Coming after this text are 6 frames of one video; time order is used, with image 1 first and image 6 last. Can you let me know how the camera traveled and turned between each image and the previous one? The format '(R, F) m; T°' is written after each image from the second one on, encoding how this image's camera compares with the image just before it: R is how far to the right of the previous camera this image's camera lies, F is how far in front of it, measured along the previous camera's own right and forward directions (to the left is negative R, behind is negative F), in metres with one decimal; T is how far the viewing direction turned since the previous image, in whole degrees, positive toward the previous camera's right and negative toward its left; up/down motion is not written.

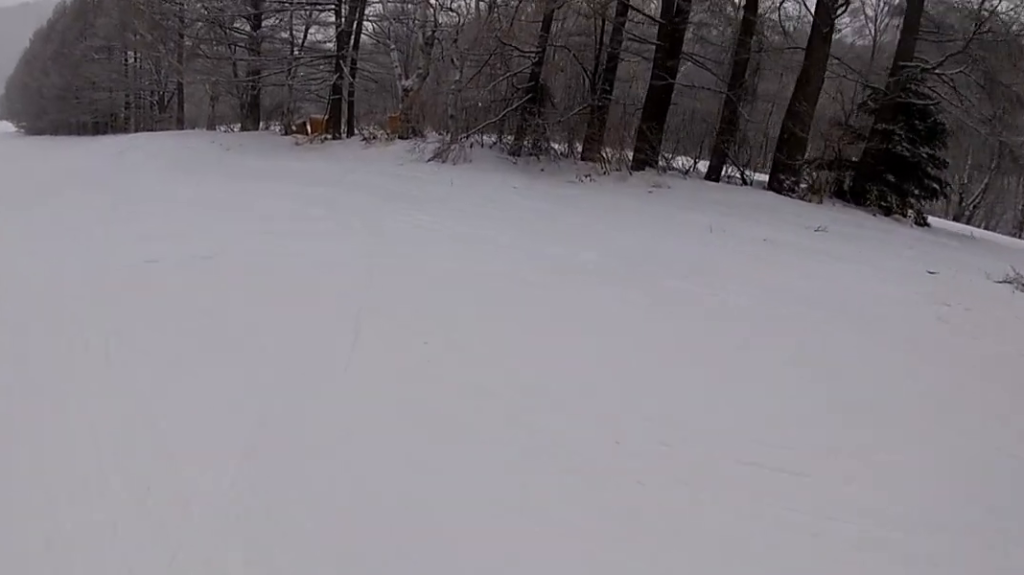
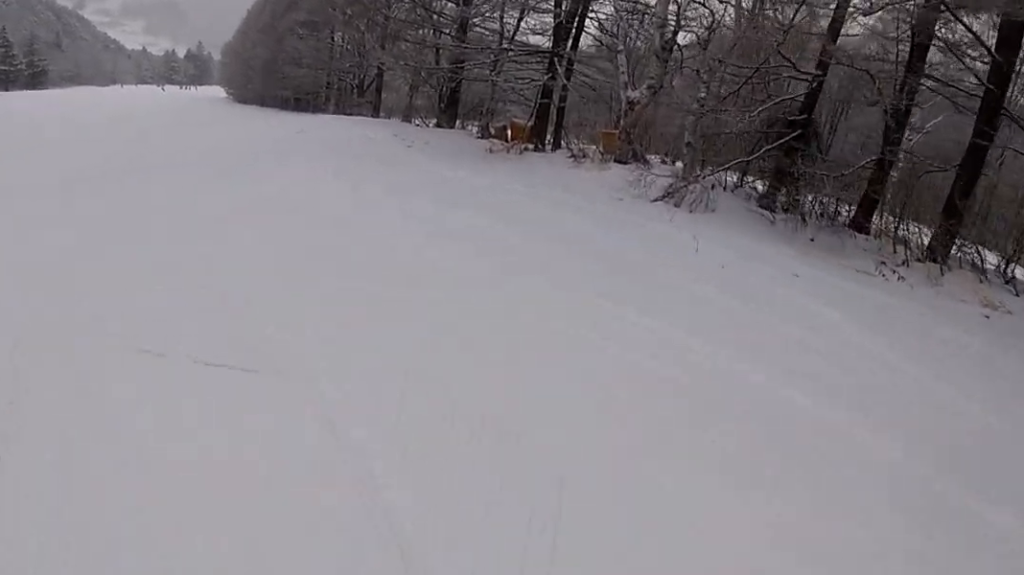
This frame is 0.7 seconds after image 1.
(-0.4, +4.3) m; -20°
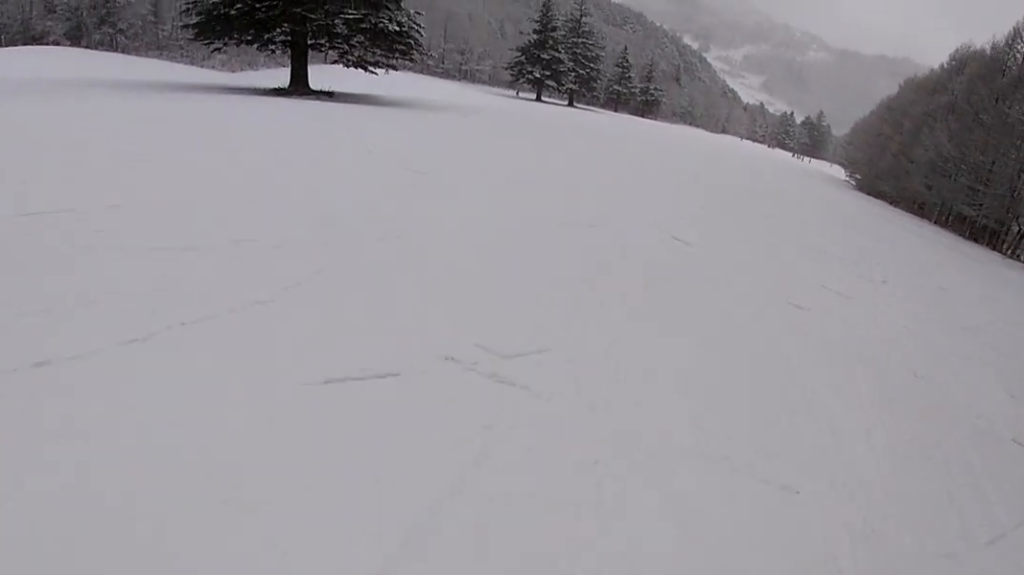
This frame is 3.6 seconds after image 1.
(-10.2, +16.0) m; -49°
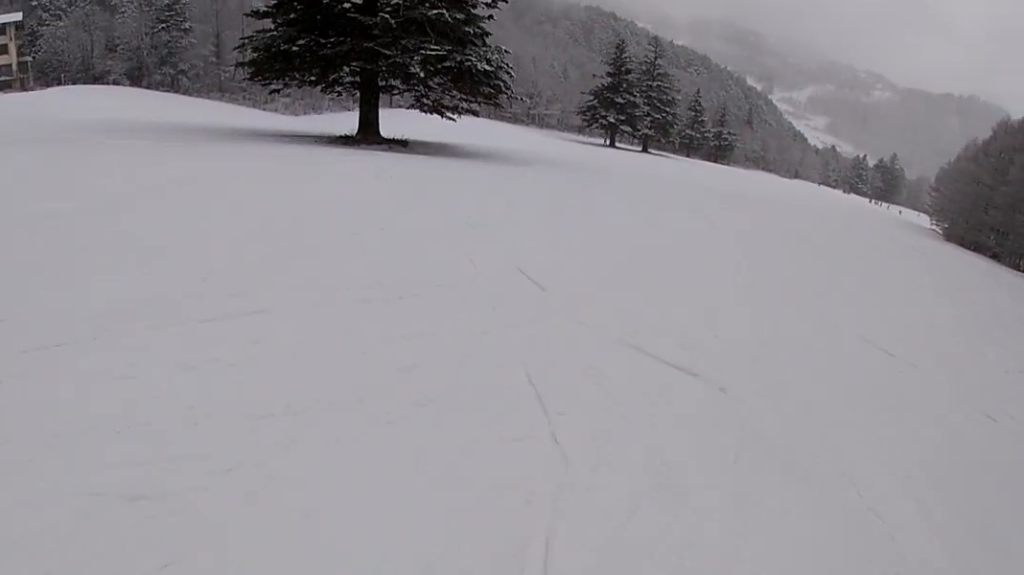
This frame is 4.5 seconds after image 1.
(-0.1, +6.3) m; 0°
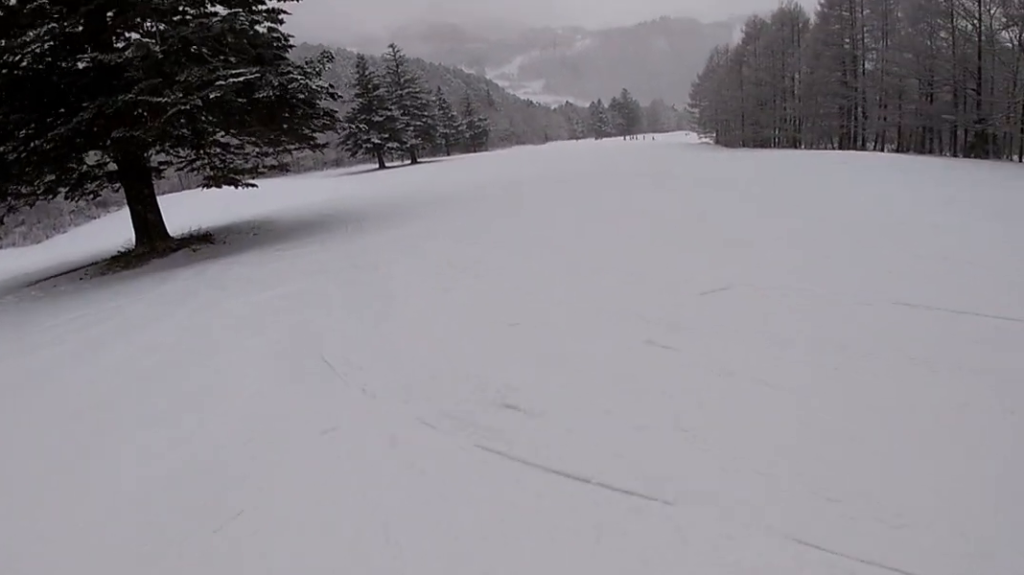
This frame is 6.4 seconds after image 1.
(+3.3, +11.7) m; +37°
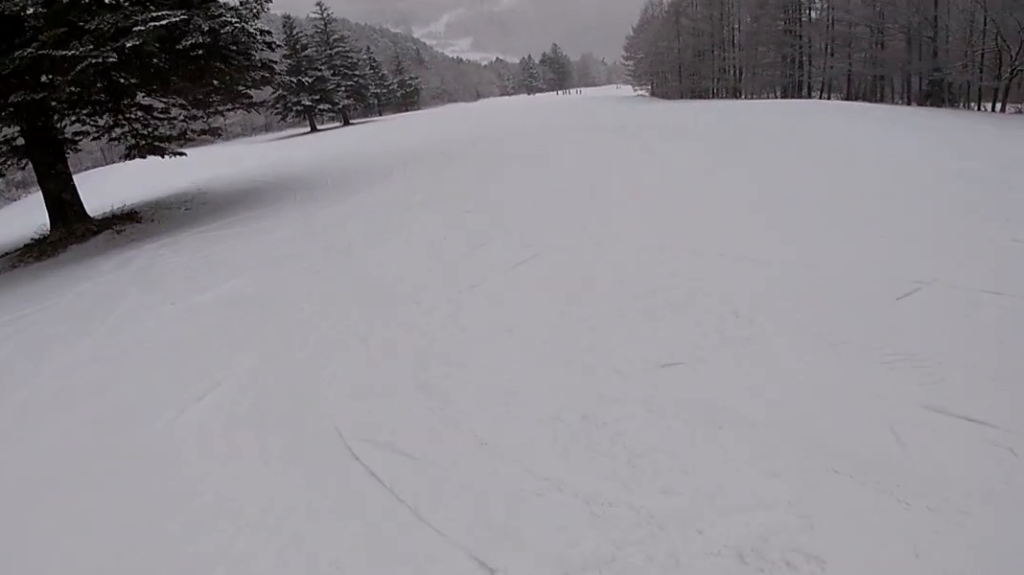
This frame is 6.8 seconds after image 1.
(+0.2, +2.8) m; +10°
